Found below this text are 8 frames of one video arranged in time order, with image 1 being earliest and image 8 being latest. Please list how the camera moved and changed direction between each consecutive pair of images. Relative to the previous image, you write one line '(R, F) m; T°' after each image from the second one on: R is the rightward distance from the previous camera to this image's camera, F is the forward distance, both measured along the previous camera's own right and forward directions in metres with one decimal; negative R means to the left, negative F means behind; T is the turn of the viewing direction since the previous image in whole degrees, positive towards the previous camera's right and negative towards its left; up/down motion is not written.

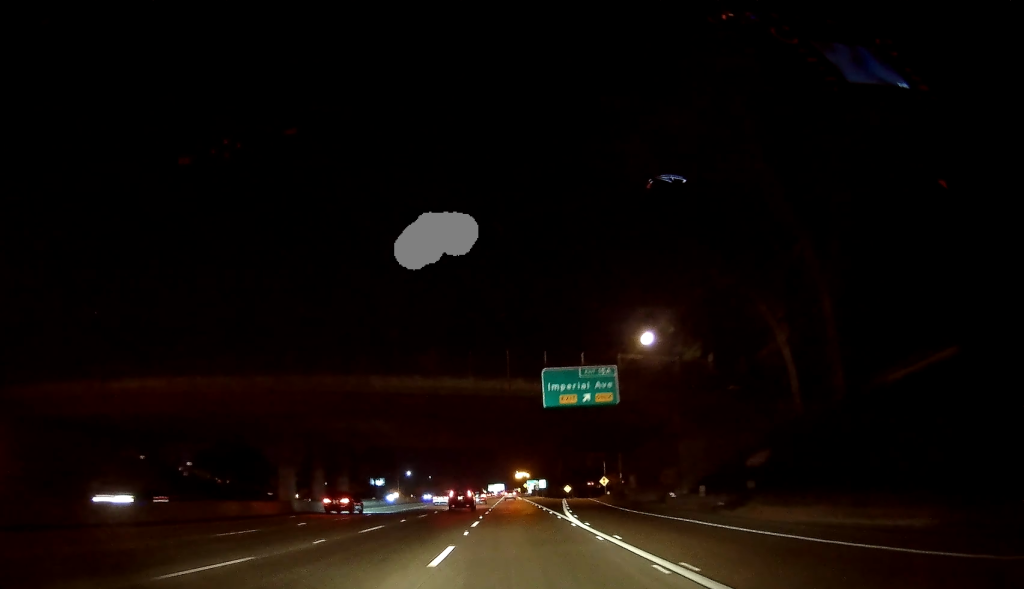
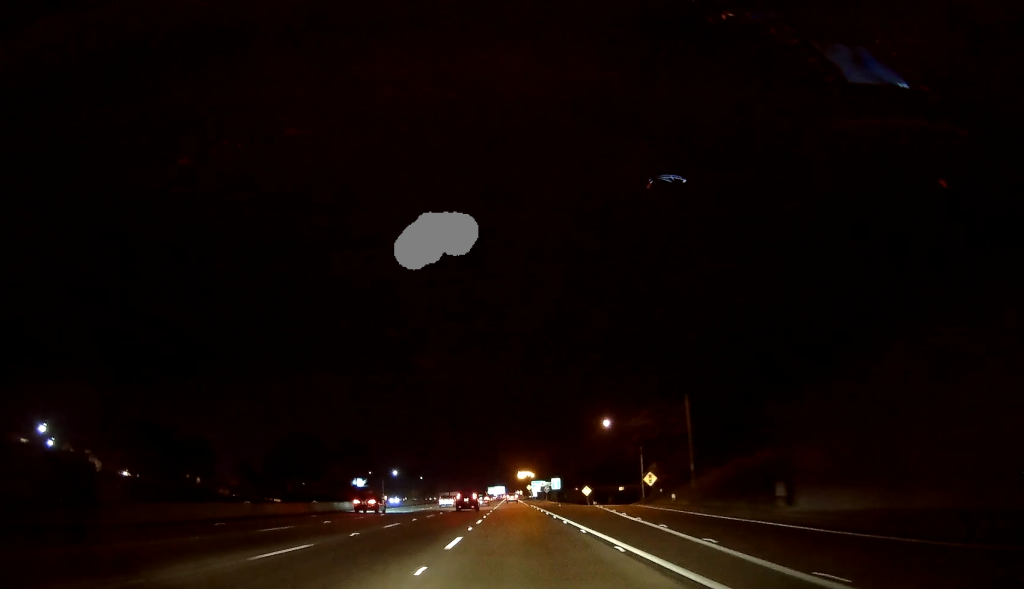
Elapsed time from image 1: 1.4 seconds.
(0.0, +39.3) m; 0°
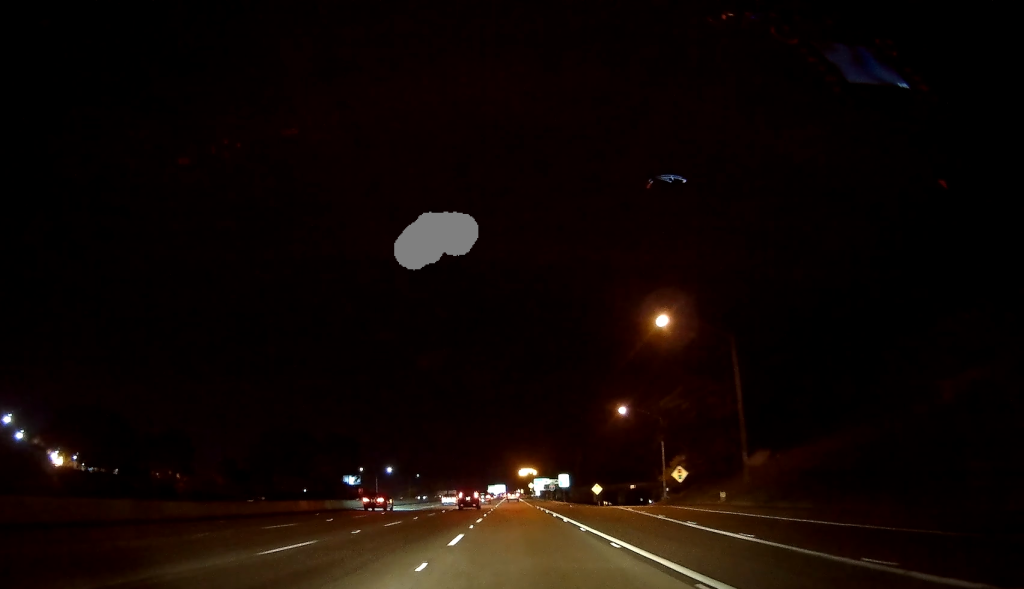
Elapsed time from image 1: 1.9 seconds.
(0.0, +14.4) m; 0°
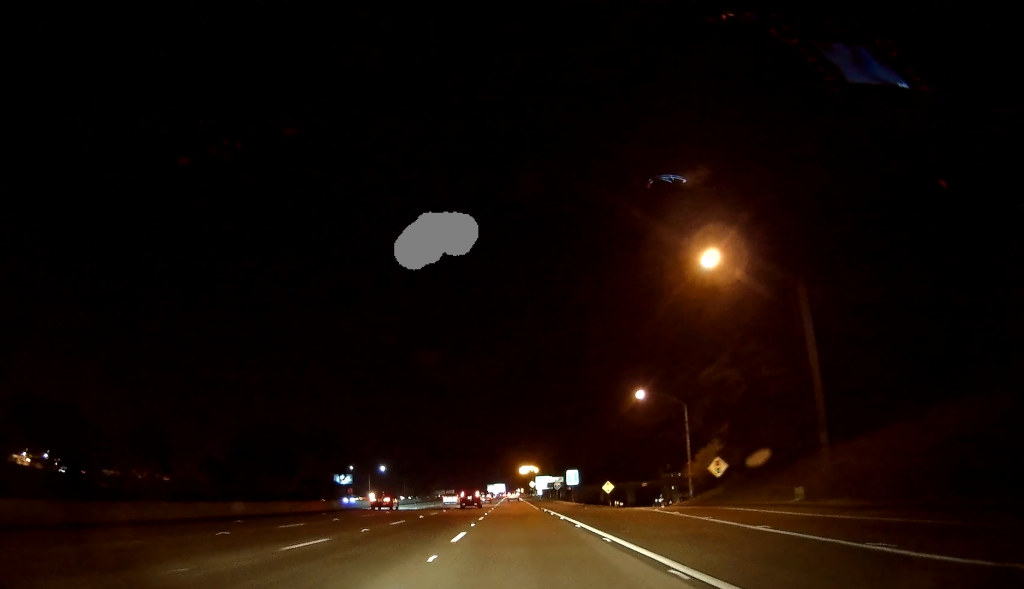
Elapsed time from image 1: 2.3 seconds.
(0.0, +13.1) m; 0°
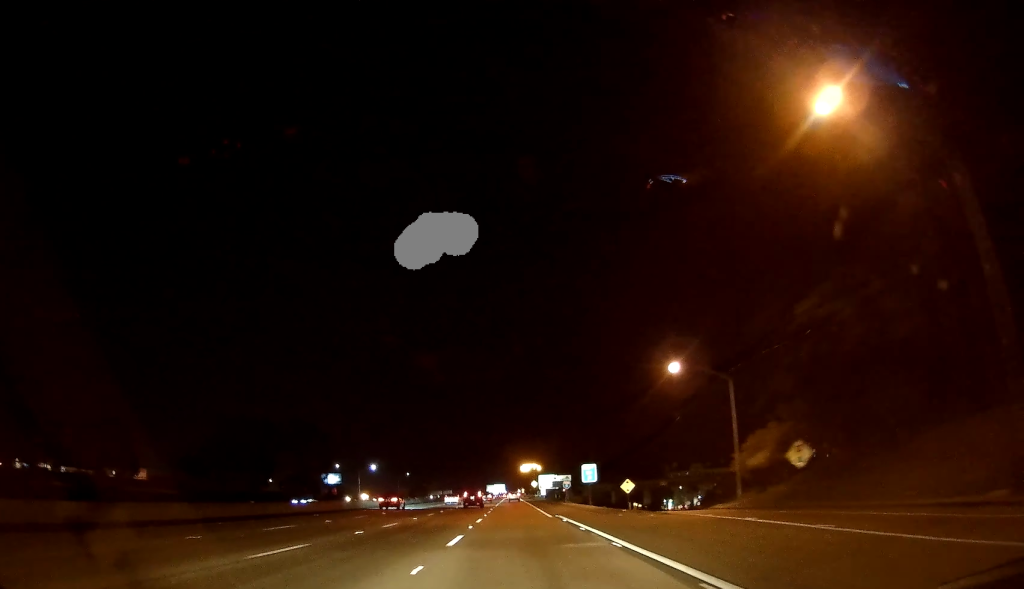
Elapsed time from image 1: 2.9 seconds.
(0.0, +16.6) m; 0°
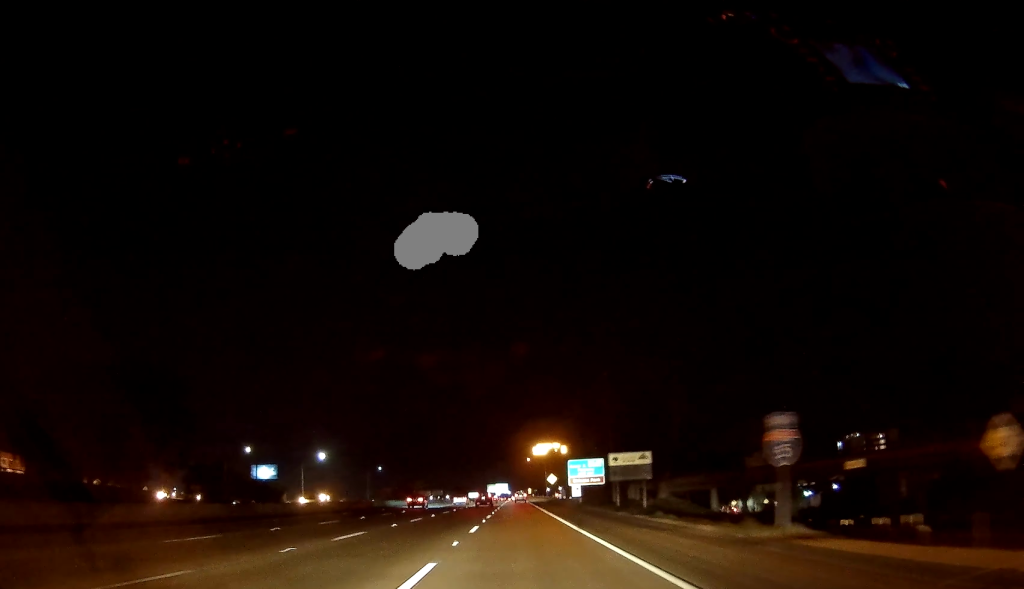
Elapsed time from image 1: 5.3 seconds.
(0.0, +66.0) m; 0°
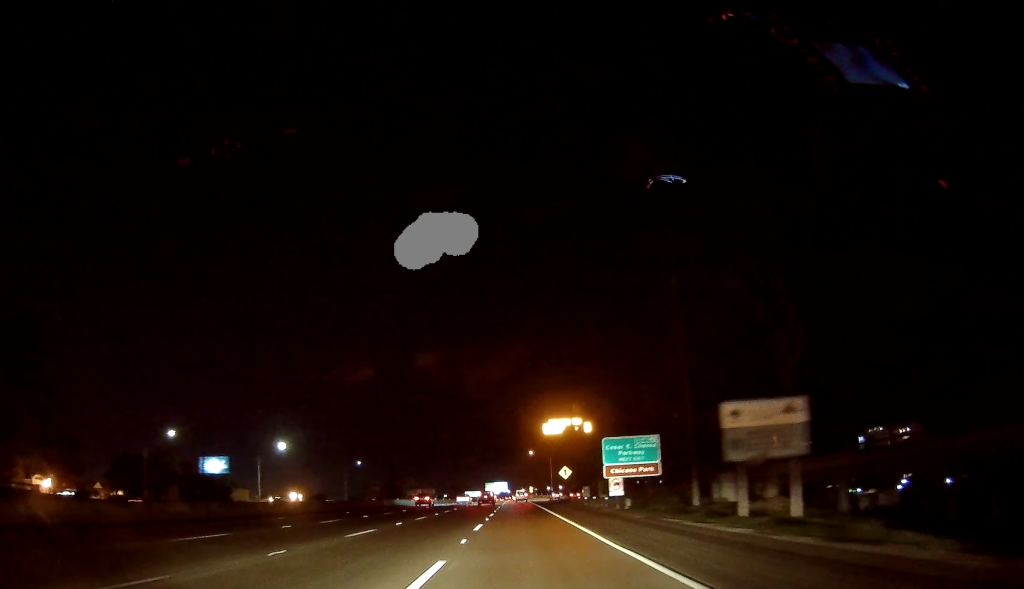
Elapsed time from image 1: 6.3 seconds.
(0.0, +28.6) m; -1°
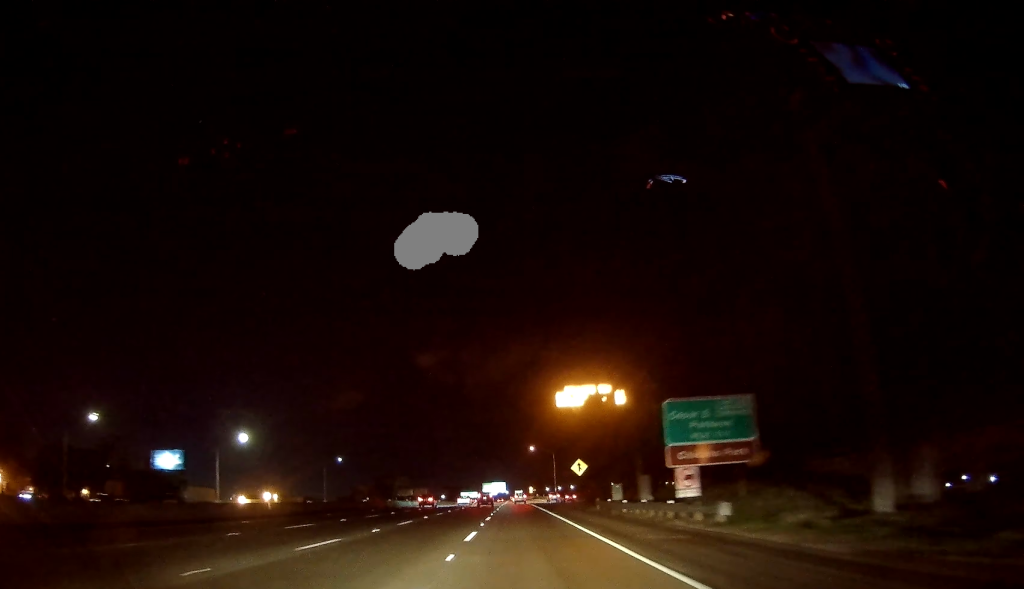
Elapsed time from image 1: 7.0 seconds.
(0.0, +19.3) m; -1°
